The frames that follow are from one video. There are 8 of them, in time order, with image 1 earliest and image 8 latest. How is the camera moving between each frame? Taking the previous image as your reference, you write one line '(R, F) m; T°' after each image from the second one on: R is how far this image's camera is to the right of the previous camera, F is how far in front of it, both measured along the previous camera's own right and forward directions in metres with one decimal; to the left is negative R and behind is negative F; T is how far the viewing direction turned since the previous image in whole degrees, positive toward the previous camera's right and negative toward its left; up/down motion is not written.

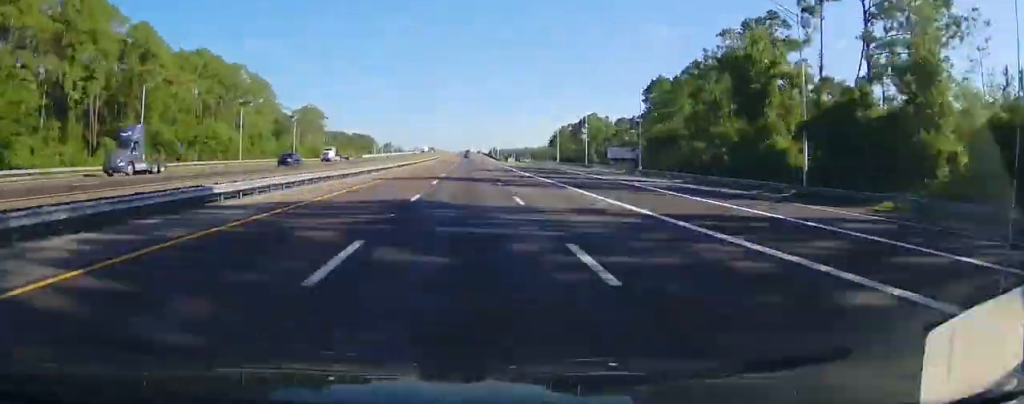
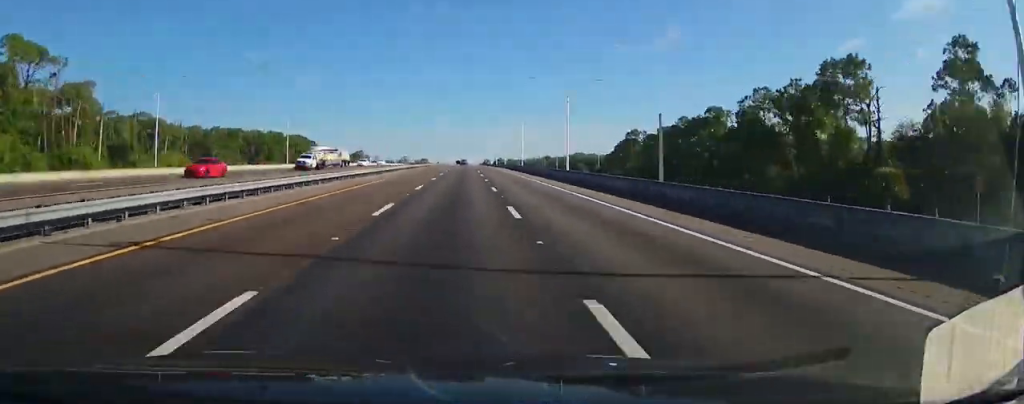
(+0.4, +193.6) m; 0°
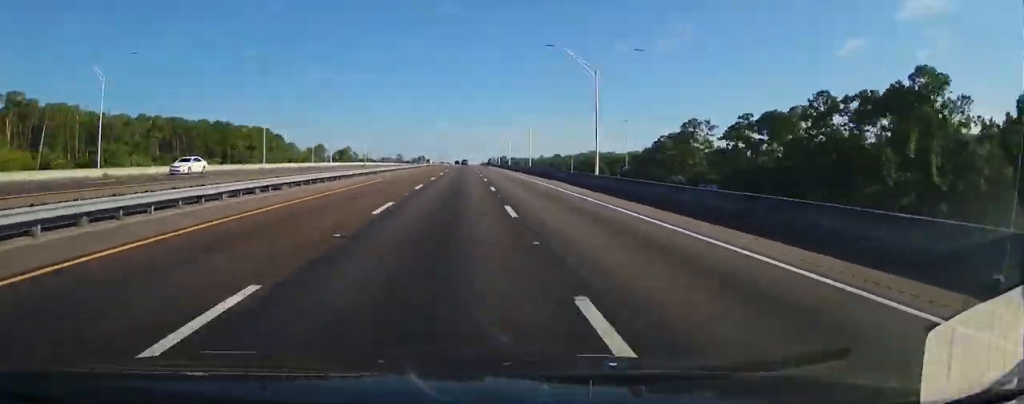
(+0.1, +59.3) m; 0°
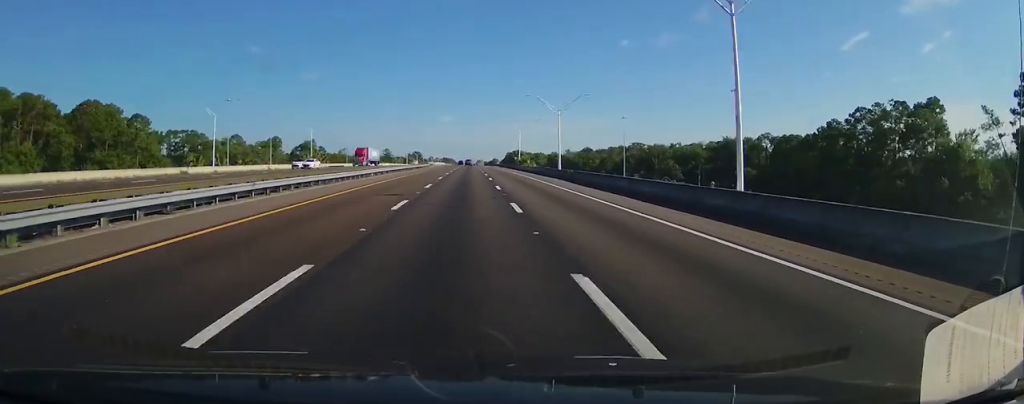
(+0.2, +118.5) m; 0°
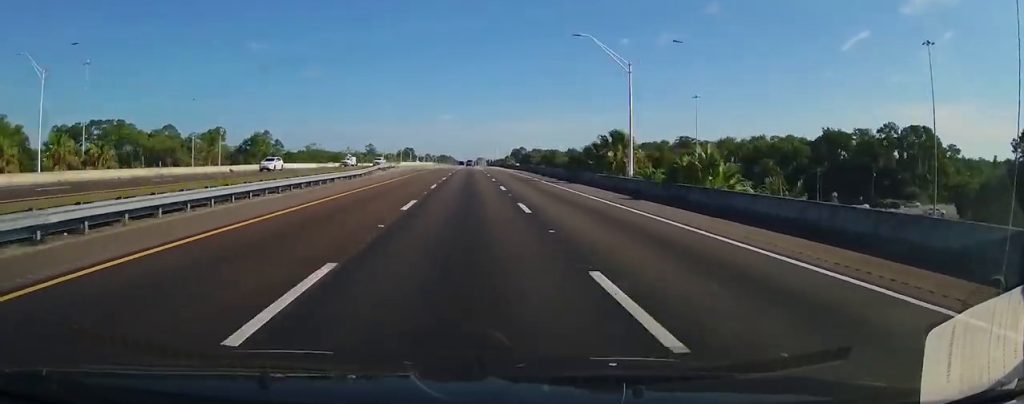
(-0.3, +83.4) m; 0°
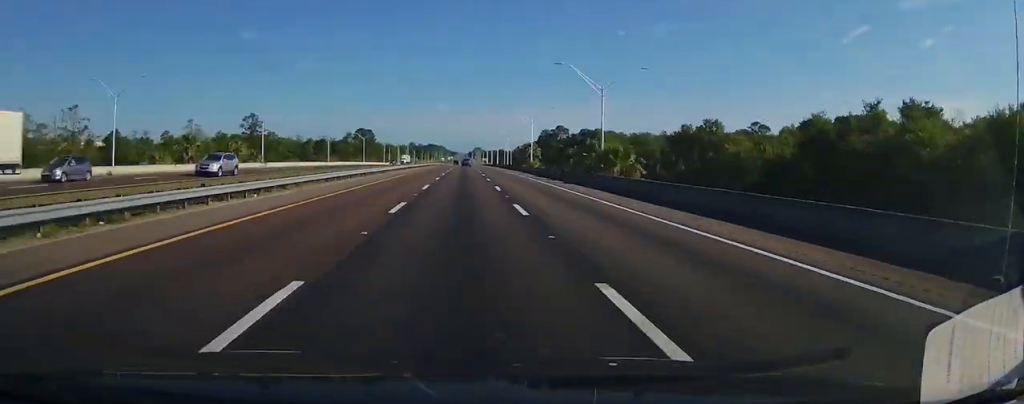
(+0.8, +224.7) m; 0°
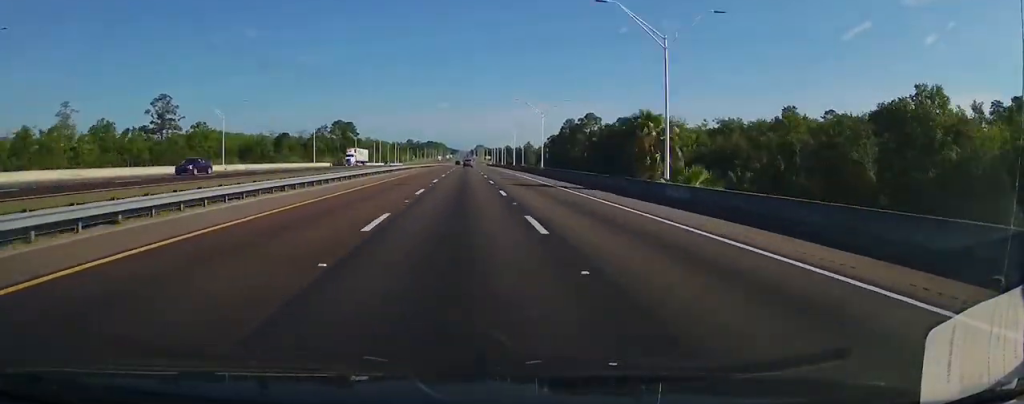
(-0.4, +63.1) m; 0°
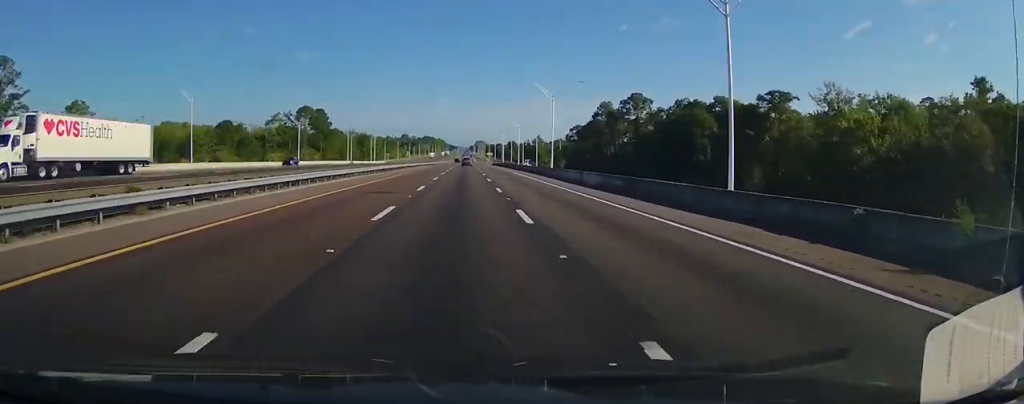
(-0.2, +58.1) m; 0°
